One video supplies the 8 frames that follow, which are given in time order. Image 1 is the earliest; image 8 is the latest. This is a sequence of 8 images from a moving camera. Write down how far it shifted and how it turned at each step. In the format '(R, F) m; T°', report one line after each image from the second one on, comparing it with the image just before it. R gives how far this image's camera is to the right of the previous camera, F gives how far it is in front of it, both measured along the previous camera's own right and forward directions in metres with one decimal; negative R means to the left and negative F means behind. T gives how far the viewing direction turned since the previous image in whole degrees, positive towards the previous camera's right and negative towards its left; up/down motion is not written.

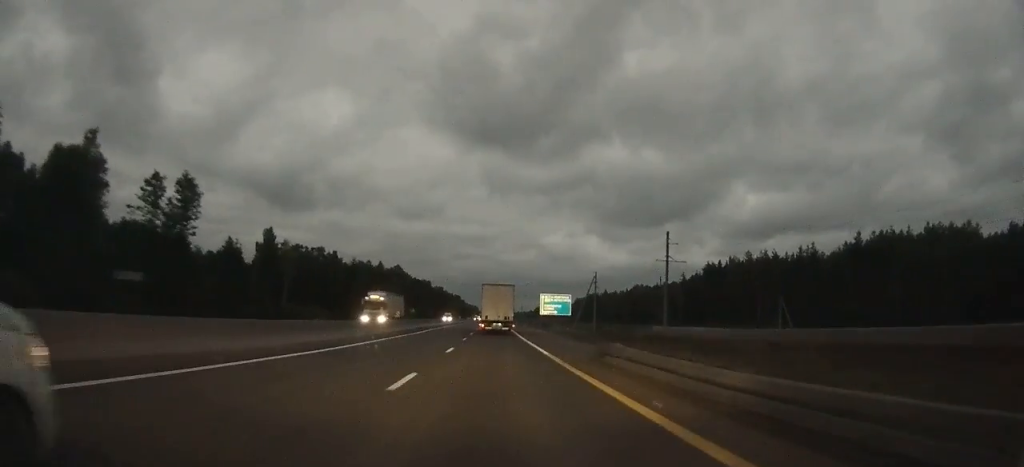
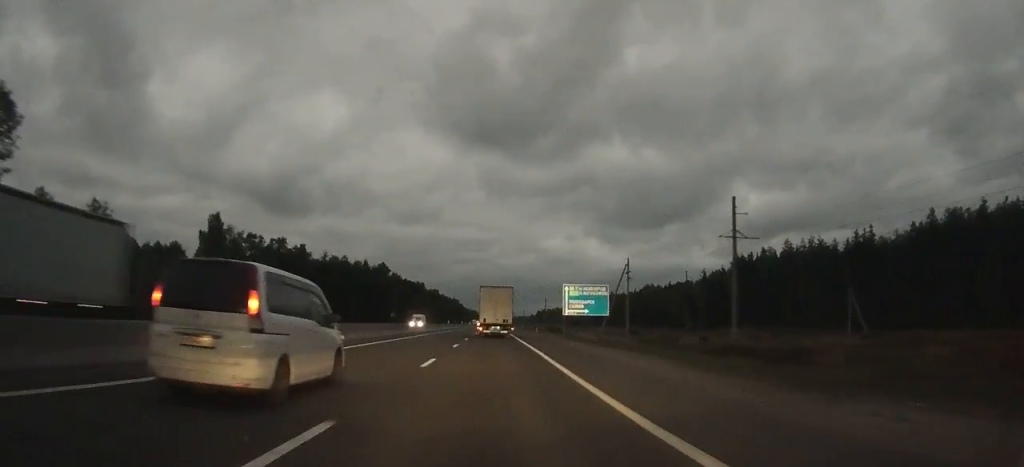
(+0.1, +30.2) m; 0°
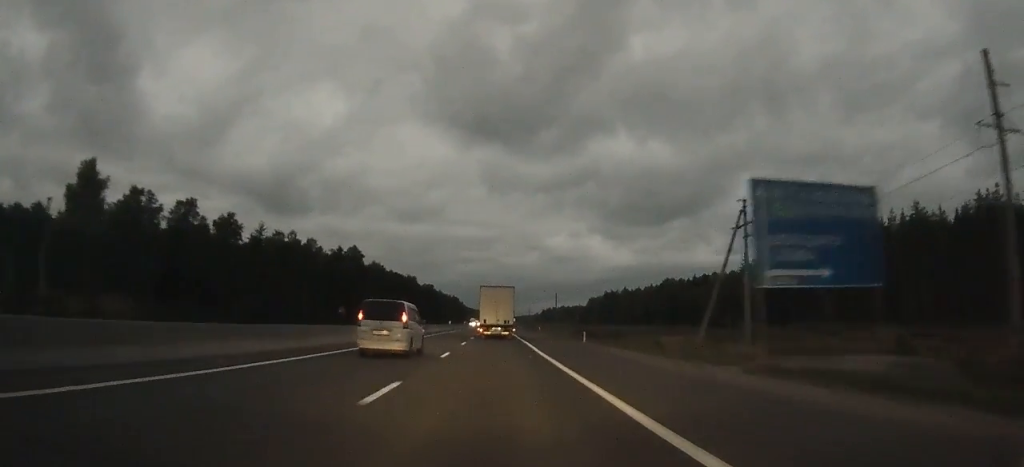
(-0.1, +42.9) m; 0°
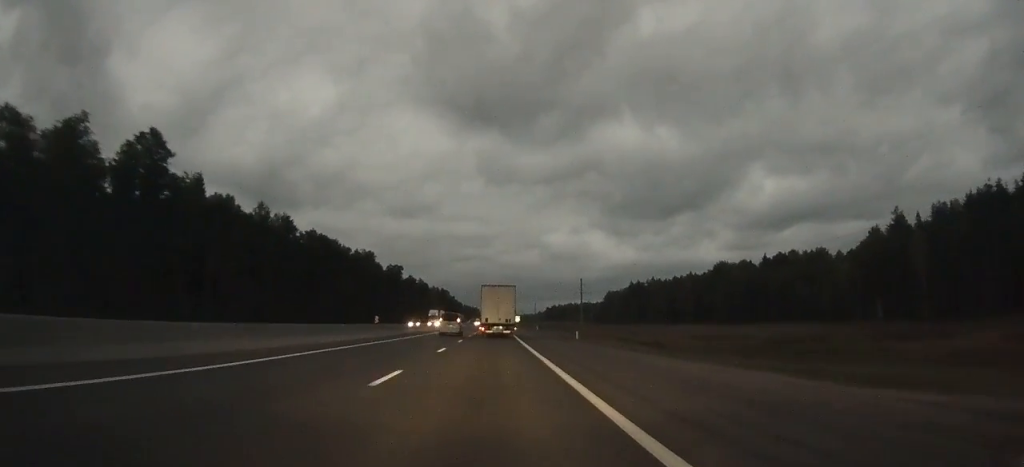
(+0.5, +93.8) m; 0°
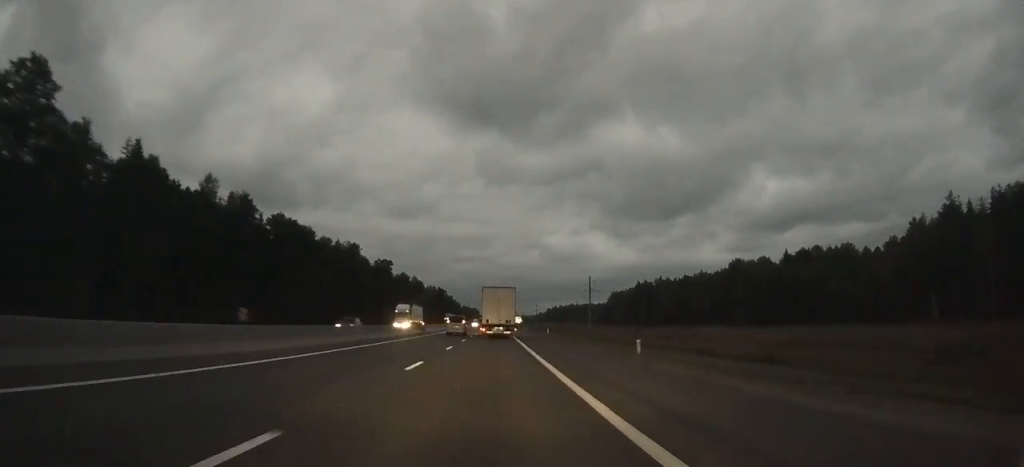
(0.0, +20.1) m; 0°
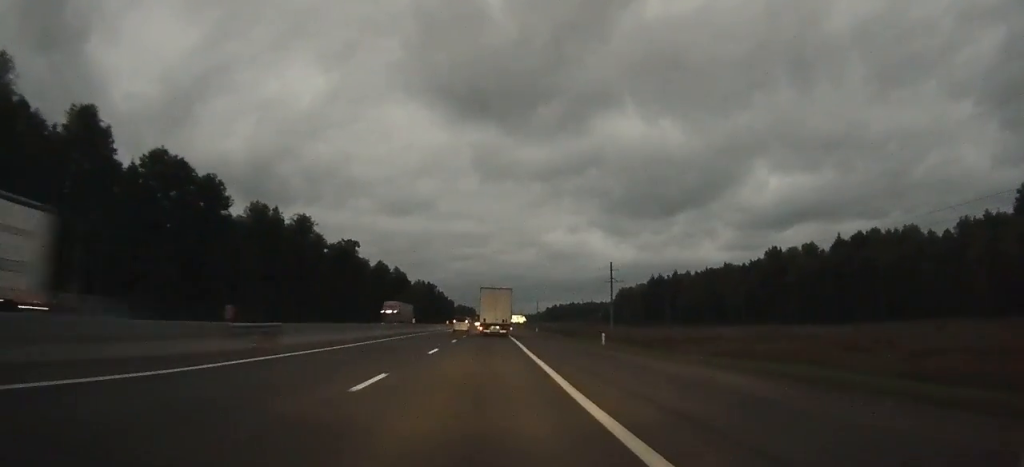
(0.0, +41.1) m; 0°
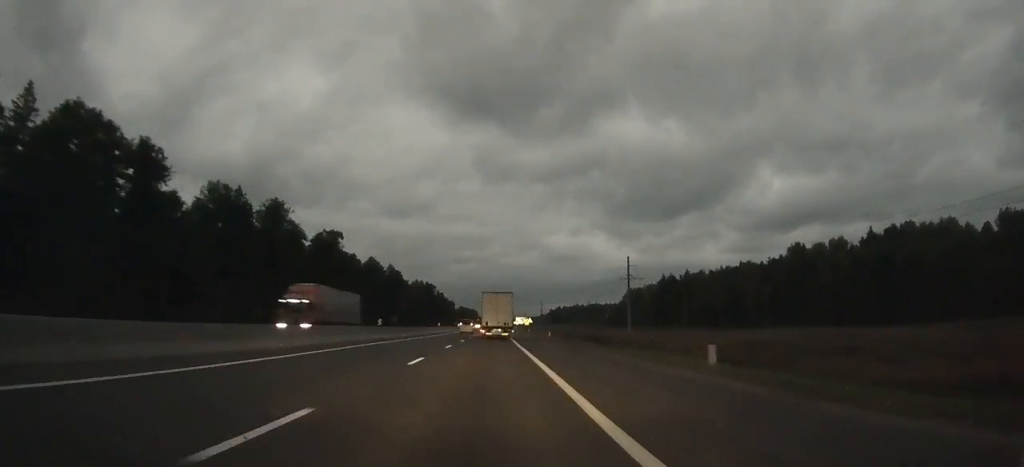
(+0.1, +17.3) m; 0°
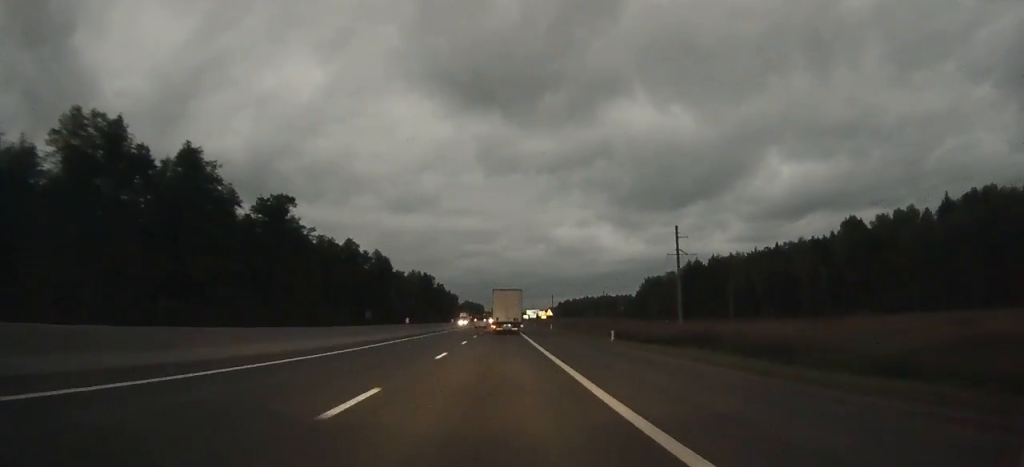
(-0.1, +33.3) m; 0°
